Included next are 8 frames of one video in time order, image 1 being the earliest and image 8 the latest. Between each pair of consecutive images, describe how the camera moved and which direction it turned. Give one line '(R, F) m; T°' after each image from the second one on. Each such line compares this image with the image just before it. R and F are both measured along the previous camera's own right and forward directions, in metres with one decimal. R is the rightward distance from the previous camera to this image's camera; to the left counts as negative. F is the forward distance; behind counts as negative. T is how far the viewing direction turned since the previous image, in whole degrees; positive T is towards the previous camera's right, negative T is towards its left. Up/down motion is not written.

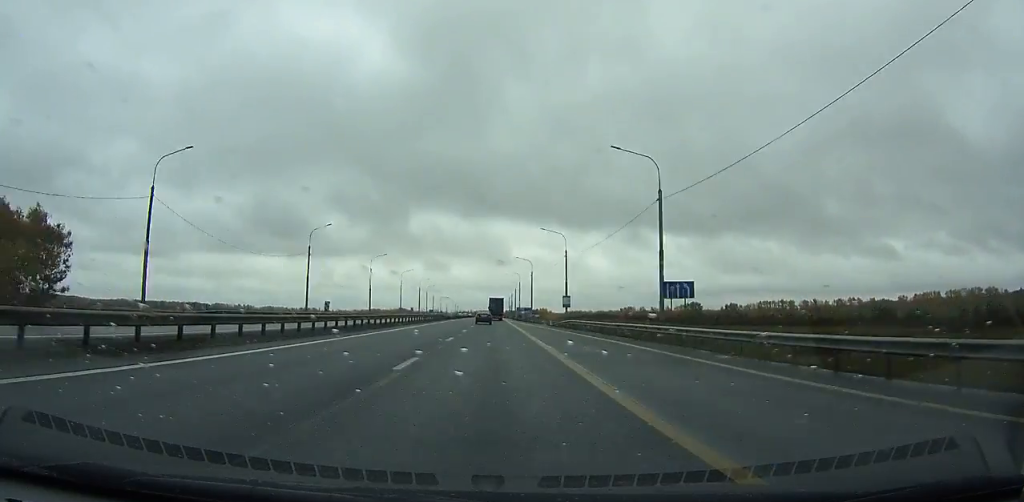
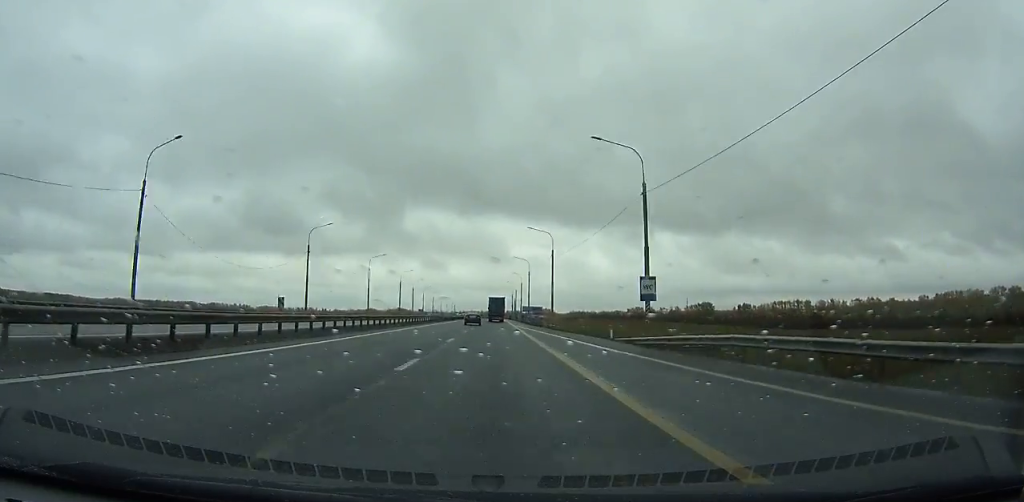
(-0.1, +37.4) m; 0°
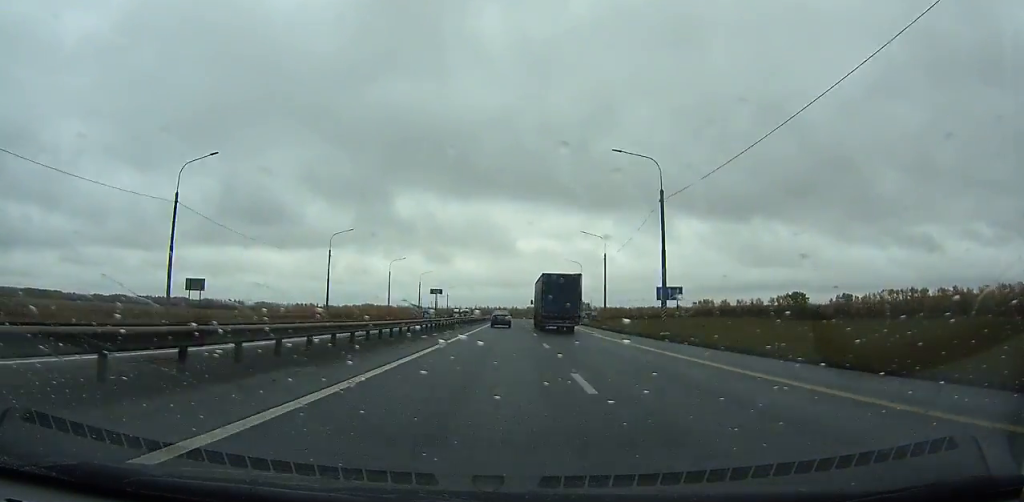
(-2.1, +167.3) m; -1°
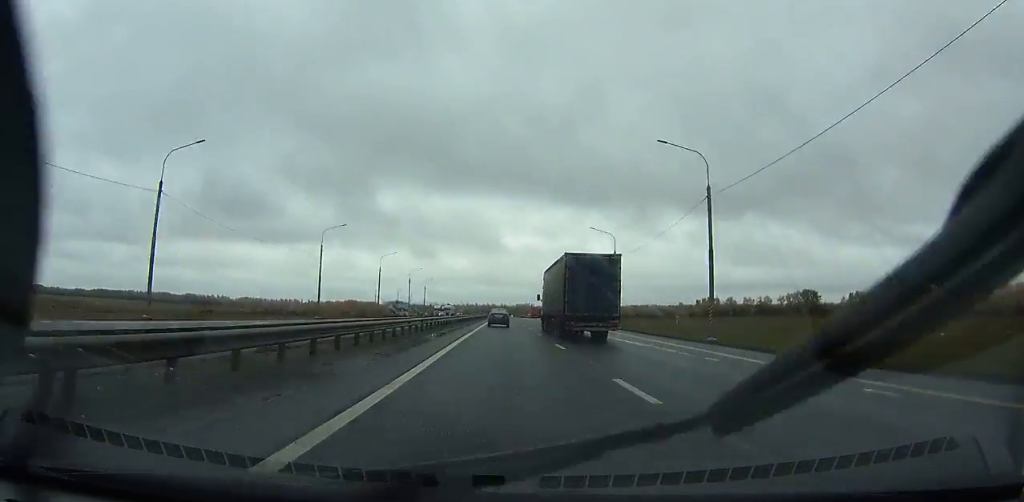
(-0.3, +35.9) m; 0°
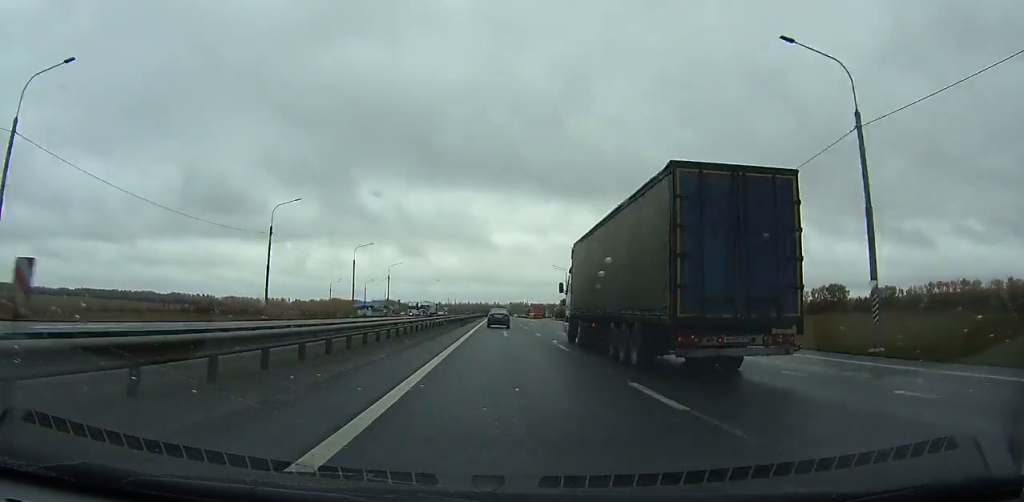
(+0.1, +47.9) m; +1°
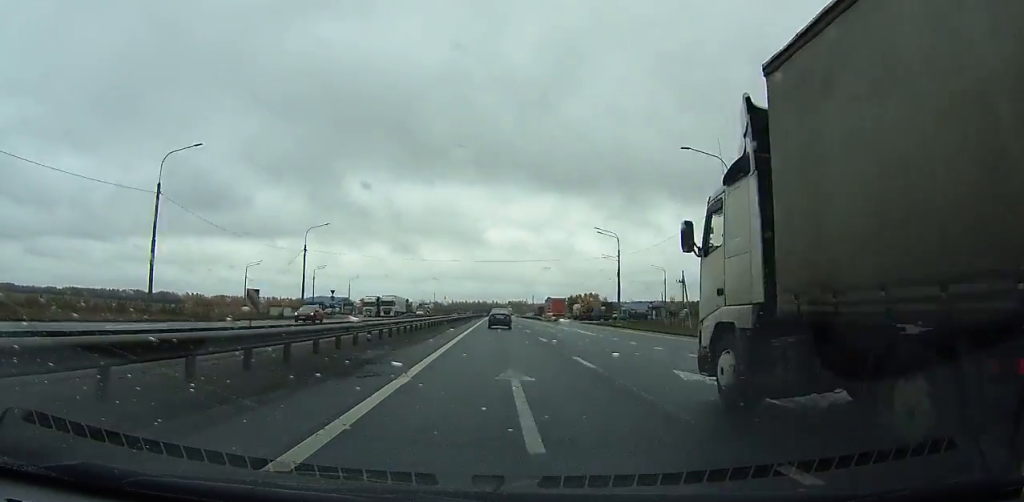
(+0.4, +53.8) m; +1°
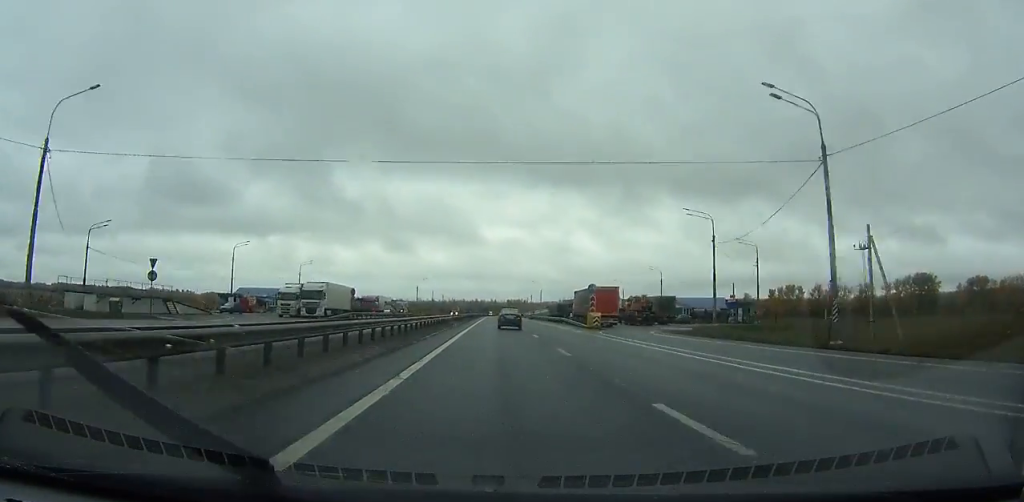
(+0.4, +44.7) m; 0°
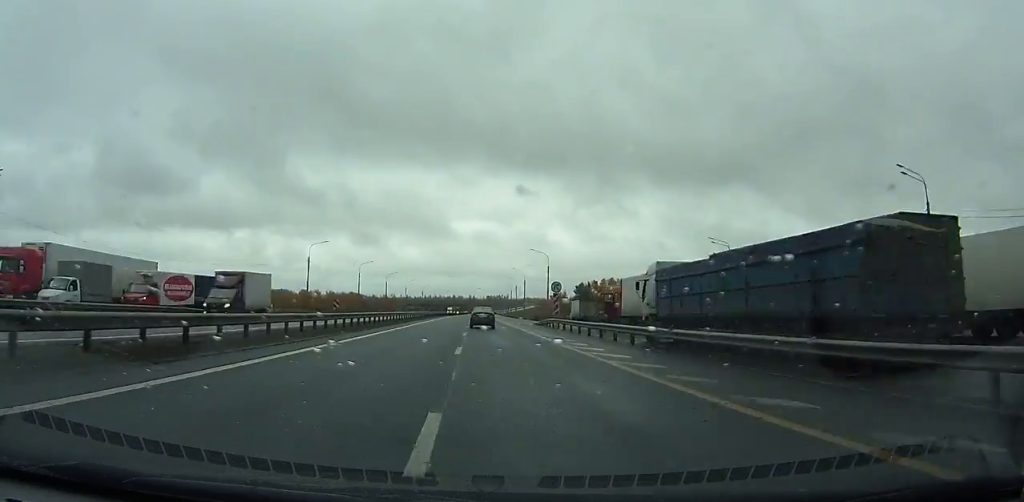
(+0.6, +86.1) m; 0°
